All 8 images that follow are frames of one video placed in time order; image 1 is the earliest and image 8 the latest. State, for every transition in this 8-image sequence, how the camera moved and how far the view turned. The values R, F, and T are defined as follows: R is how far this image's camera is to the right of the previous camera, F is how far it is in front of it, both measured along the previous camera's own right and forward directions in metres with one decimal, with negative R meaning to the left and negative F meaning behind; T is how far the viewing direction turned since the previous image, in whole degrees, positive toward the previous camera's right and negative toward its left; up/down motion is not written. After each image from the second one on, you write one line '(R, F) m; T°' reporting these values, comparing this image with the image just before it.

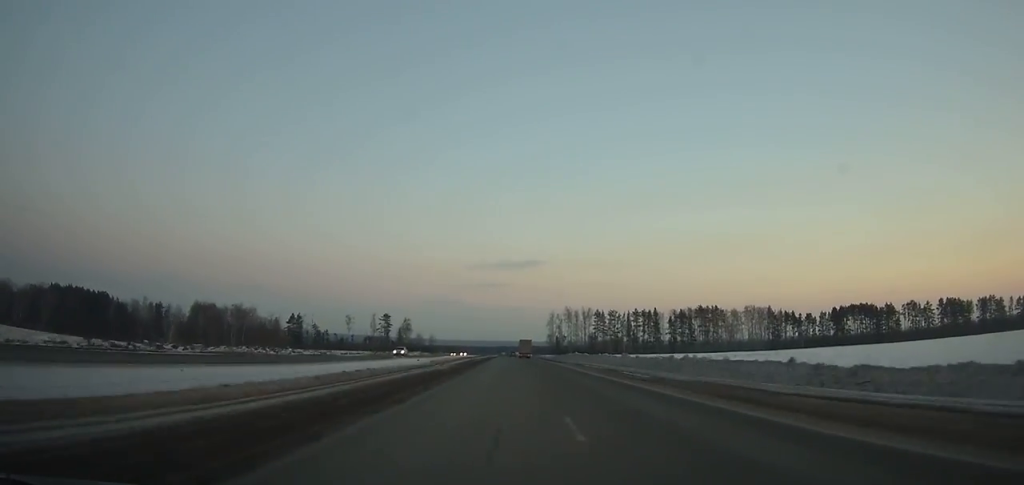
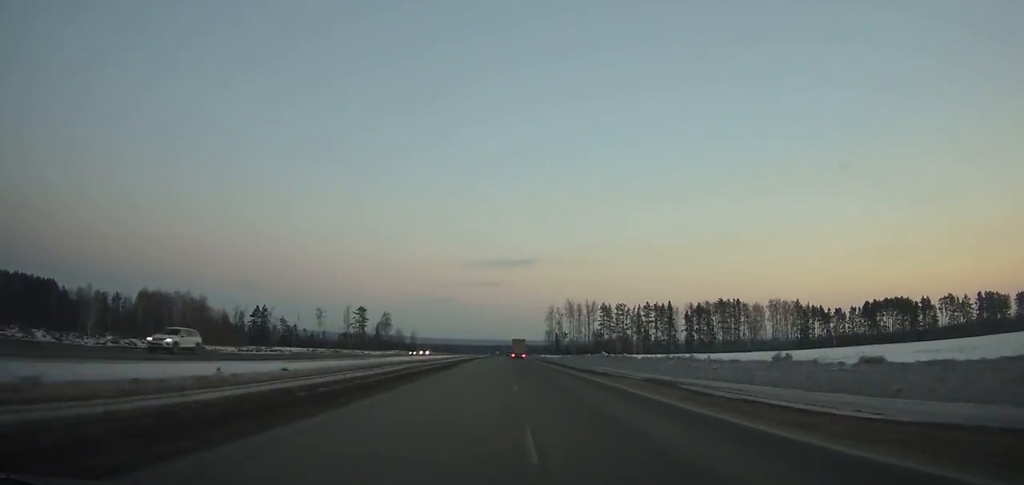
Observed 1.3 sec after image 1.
(0.0, +36.4) m; 0°
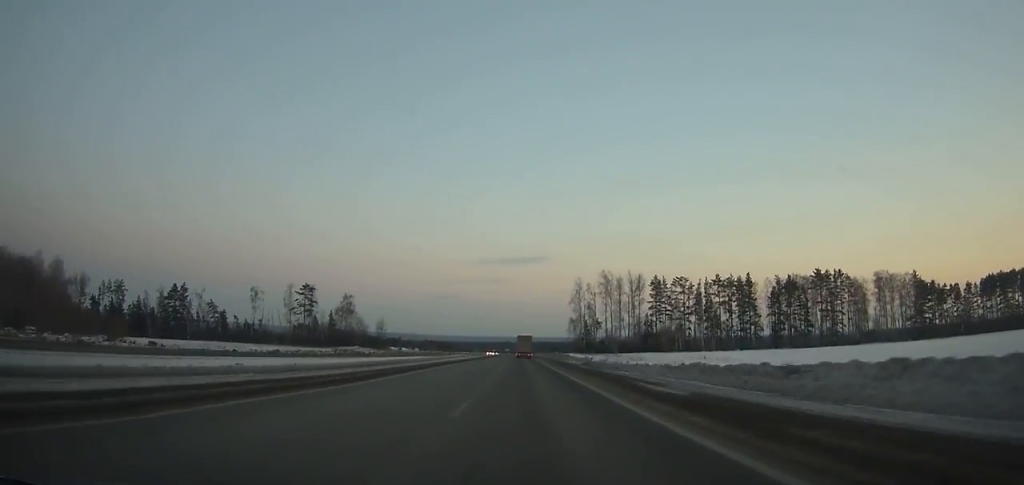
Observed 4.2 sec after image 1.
(-0.1, +80.6) m; 0°
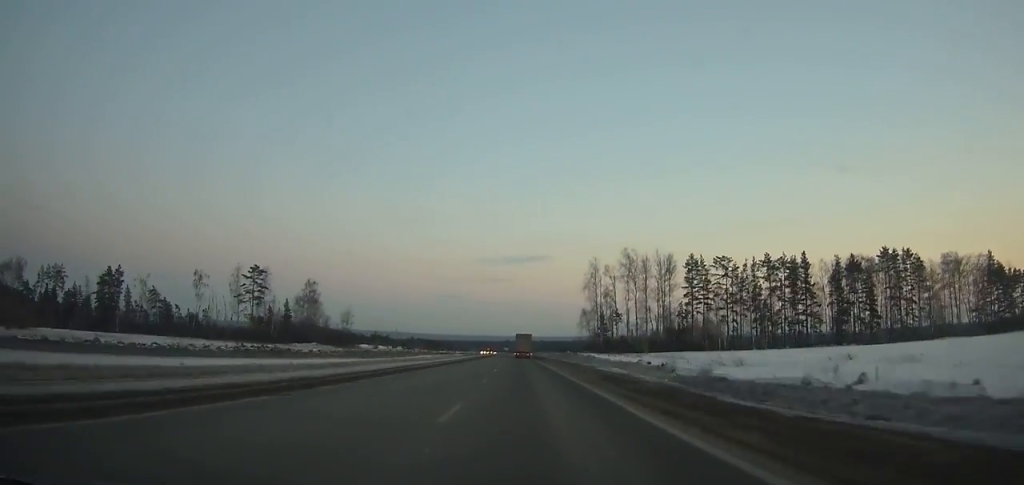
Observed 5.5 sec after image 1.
(-0.1, +35.7) m; 0°
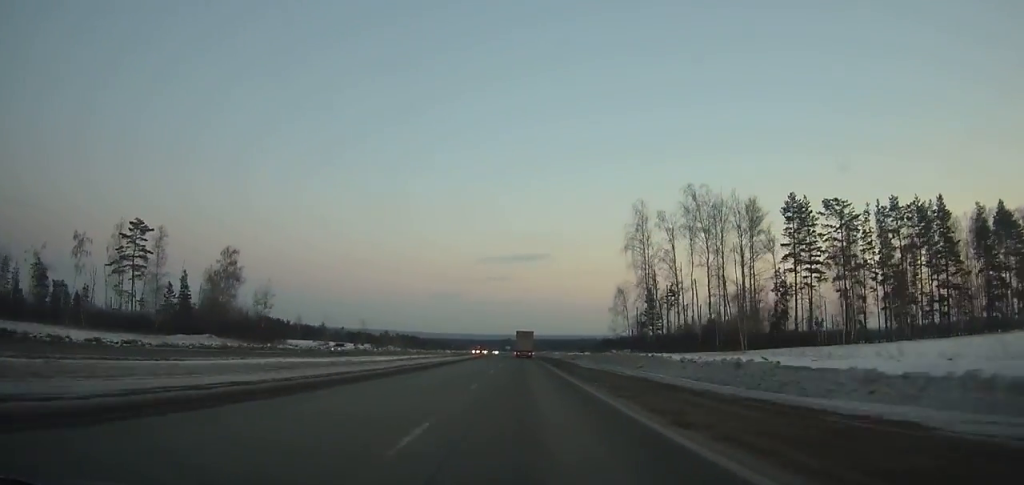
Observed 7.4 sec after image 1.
(-0.1, +52.0) m; 0°
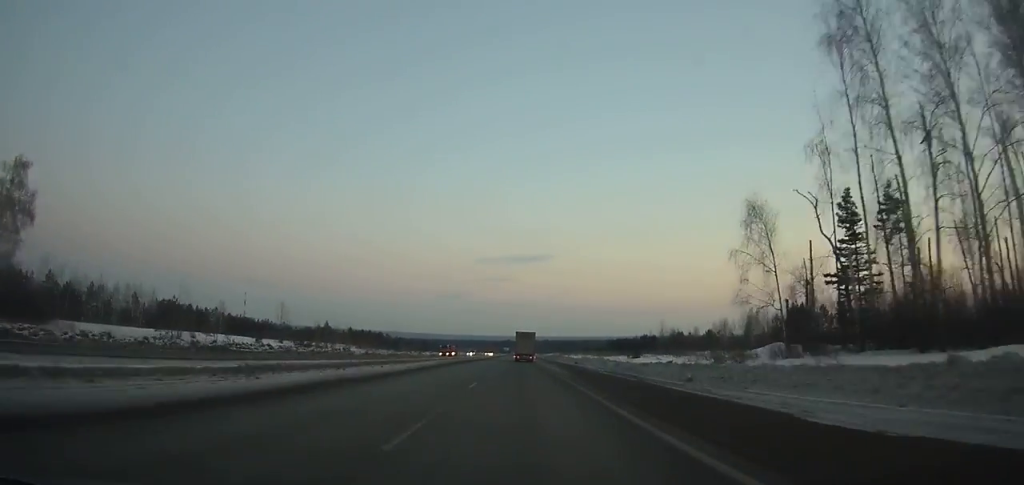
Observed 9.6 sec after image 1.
(-0.1, +59.9) m; 0°
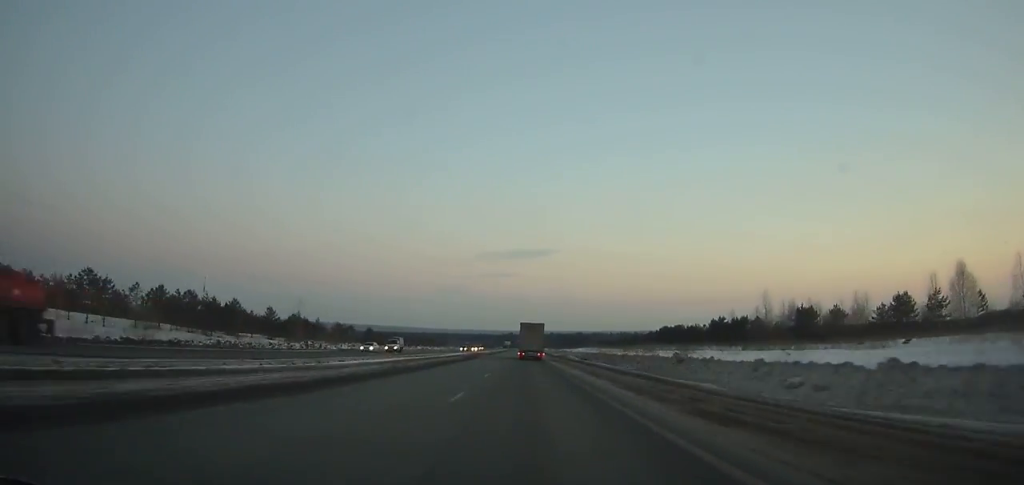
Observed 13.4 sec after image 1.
(-0.4, +103.7) m; -1°
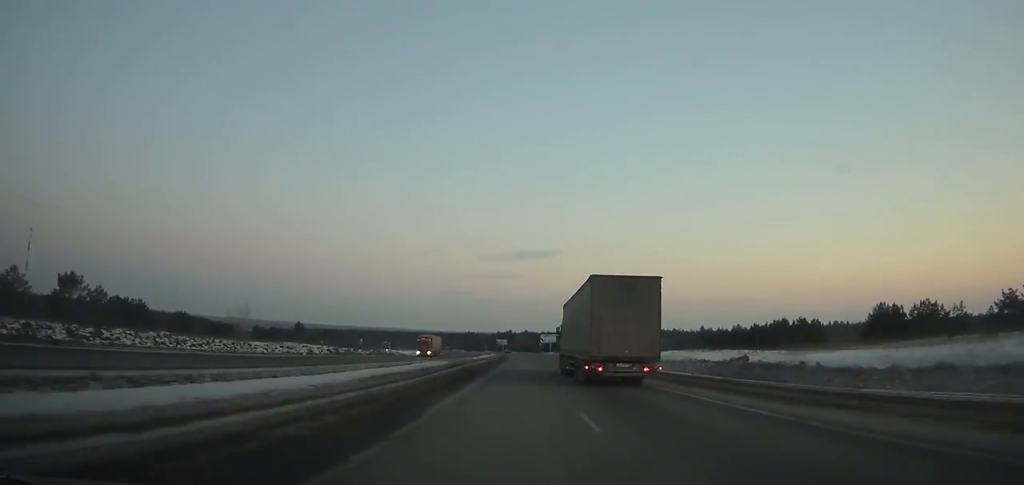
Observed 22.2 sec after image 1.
(-0.2, +246.1) m; 0°
